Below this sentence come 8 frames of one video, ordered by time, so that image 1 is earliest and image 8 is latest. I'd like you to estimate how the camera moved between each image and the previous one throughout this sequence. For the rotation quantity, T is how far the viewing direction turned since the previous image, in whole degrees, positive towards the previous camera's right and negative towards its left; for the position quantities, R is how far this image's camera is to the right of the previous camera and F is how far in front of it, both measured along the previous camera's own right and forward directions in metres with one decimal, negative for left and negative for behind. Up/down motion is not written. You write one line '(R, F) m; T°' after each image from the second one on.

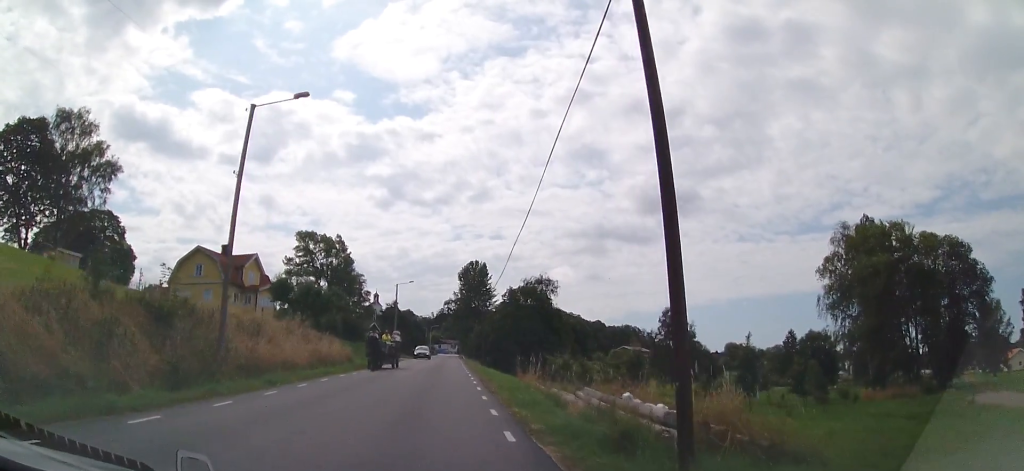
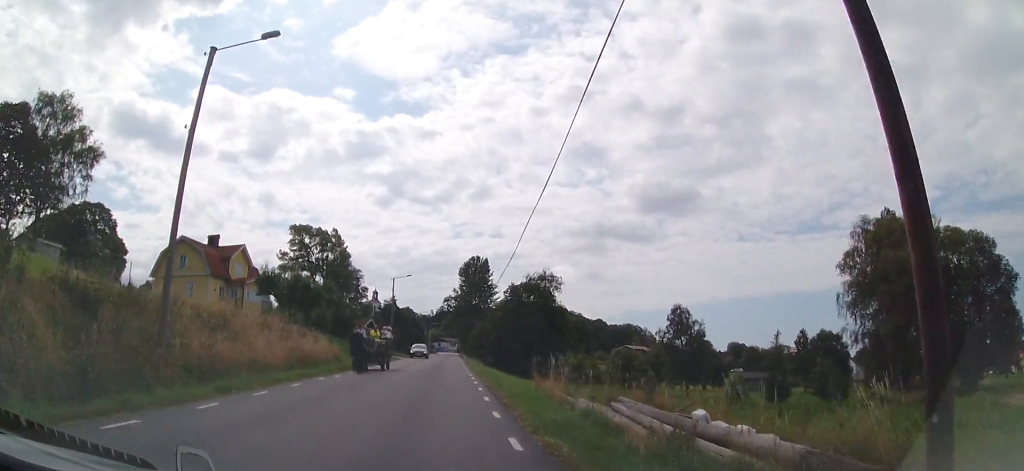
(+0.1, +3.4) m; +1°
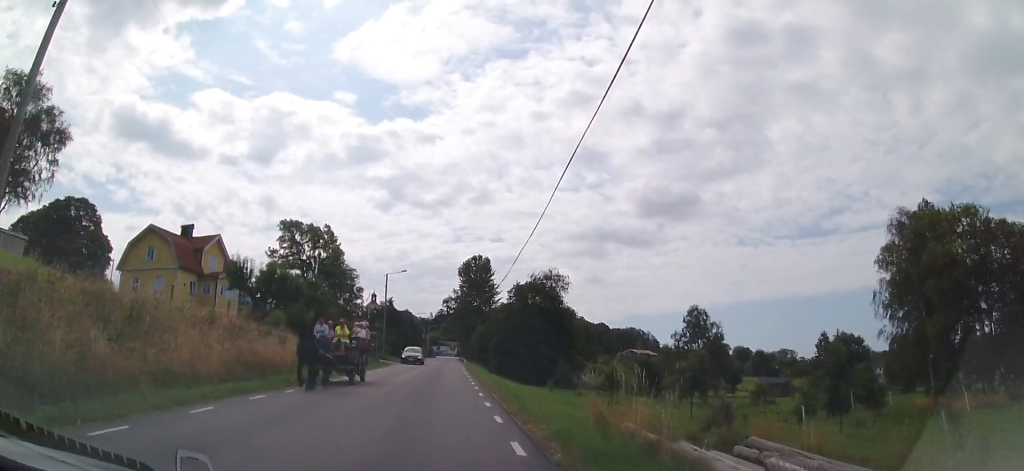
(-0.1, +5.7) m; 0°
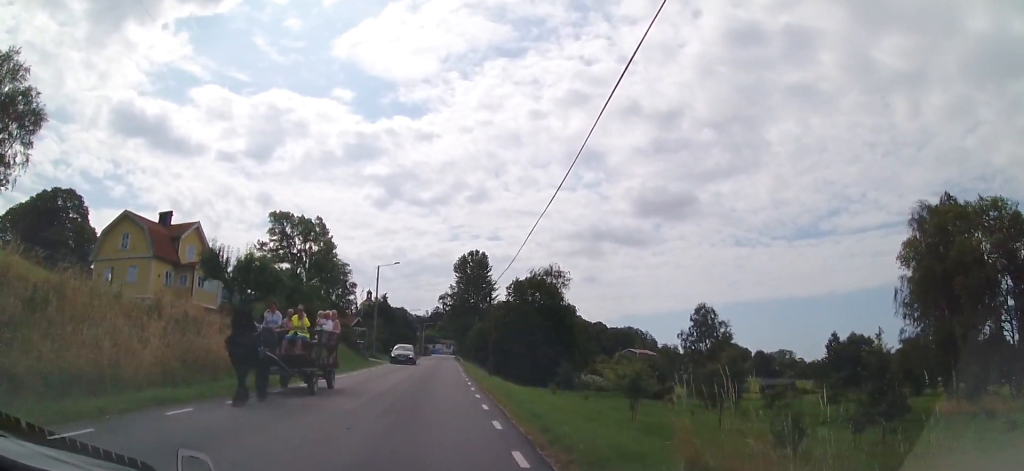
(+0.1, +3.5) m; 0°
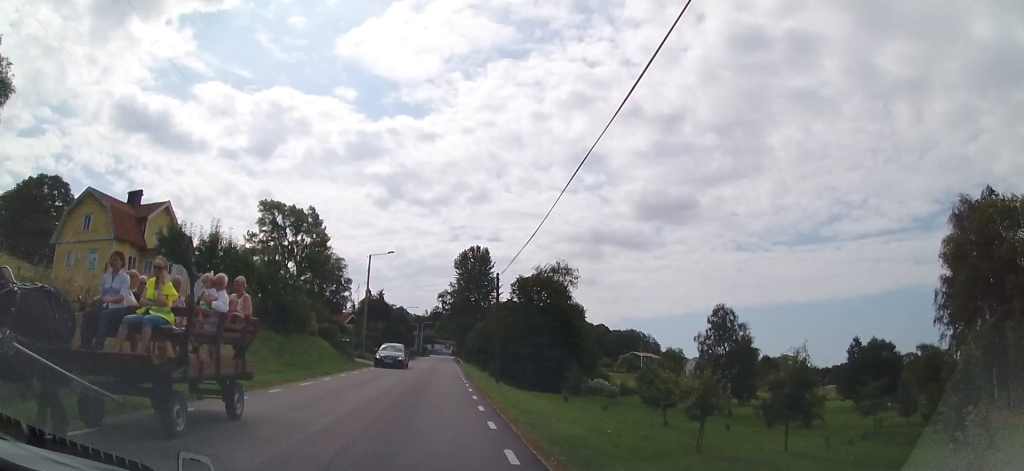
(0.0, +5.2) m; 0°
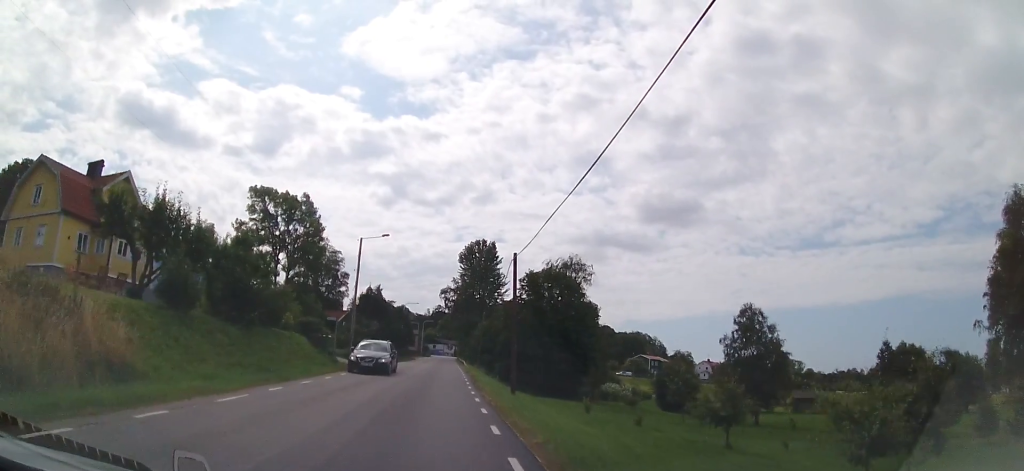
(+0.1, +6.1) m; 0°
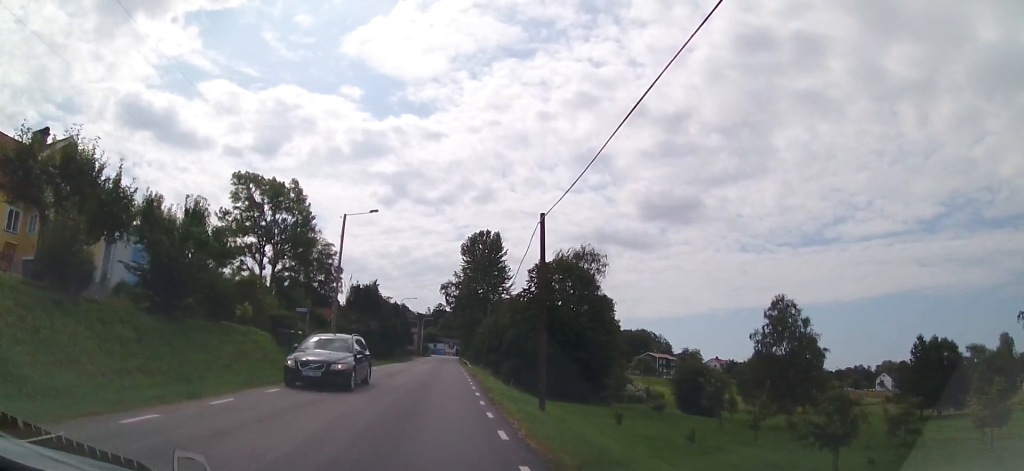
(-0.1, +6.5) m; -2°
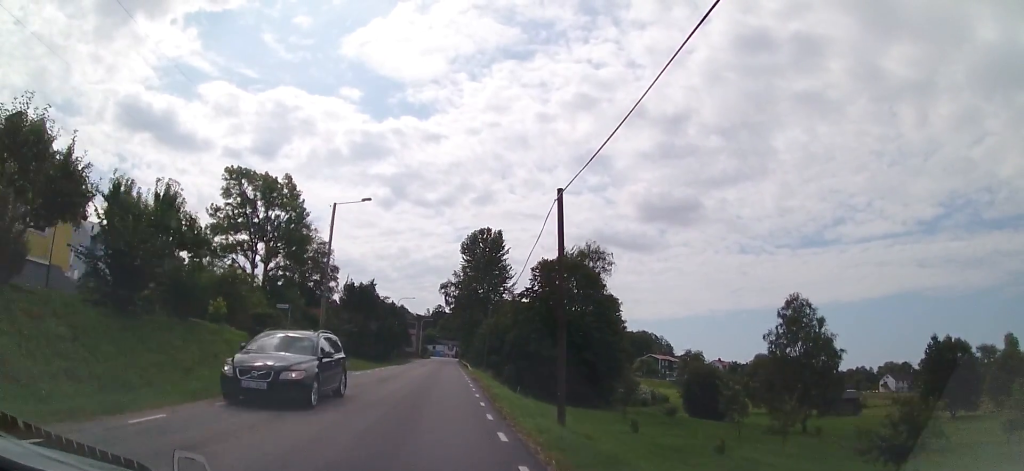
(0.0, +2.8) m; 0°
